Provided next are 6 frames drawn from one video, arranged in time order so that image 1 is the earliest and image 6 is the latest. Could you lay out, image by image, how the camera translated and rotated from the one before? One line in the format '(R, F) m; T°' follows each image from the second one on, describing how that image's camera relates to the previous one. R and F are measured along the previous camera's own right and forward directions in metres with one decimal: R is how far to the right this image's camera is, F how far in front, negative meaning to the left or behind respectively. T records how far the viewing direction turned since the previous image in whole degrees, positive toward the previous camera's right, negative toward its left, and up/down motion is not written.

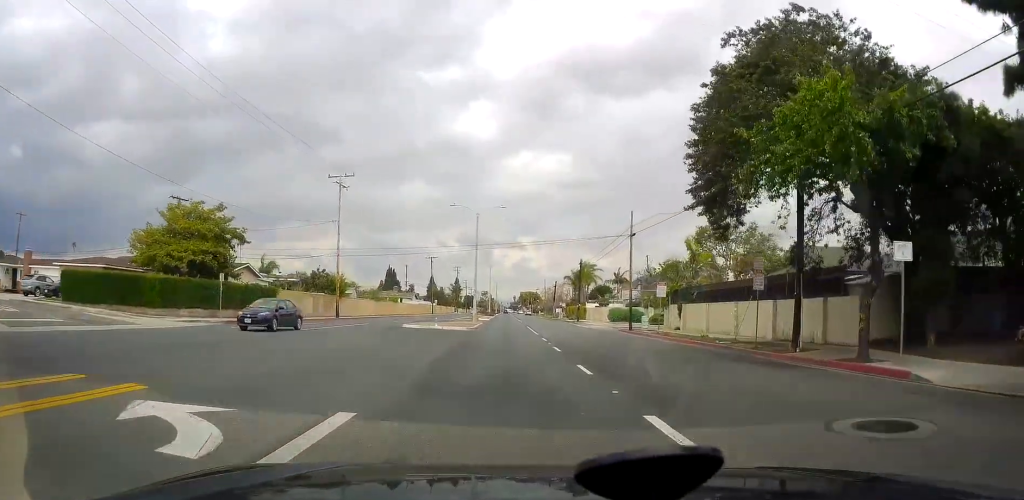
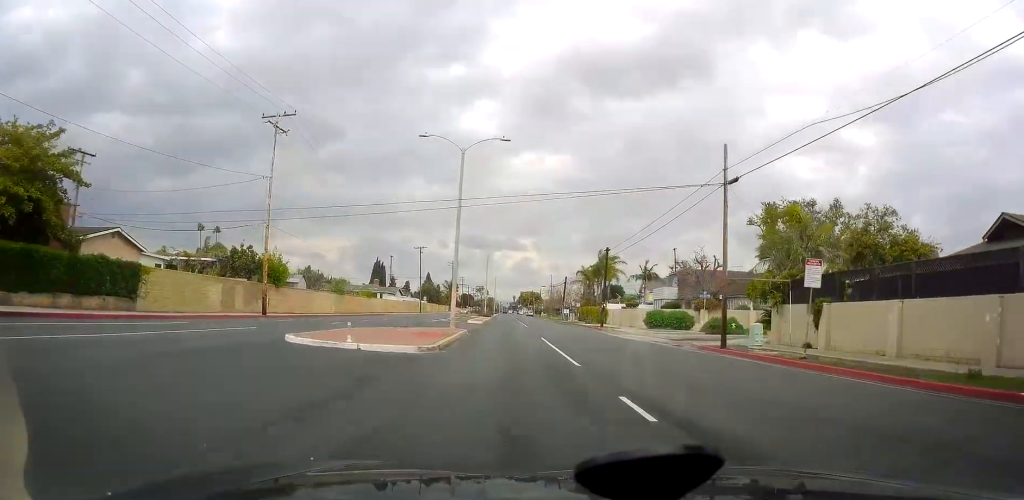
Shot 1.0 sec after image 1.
(-0.4, +20.1) m; 0°
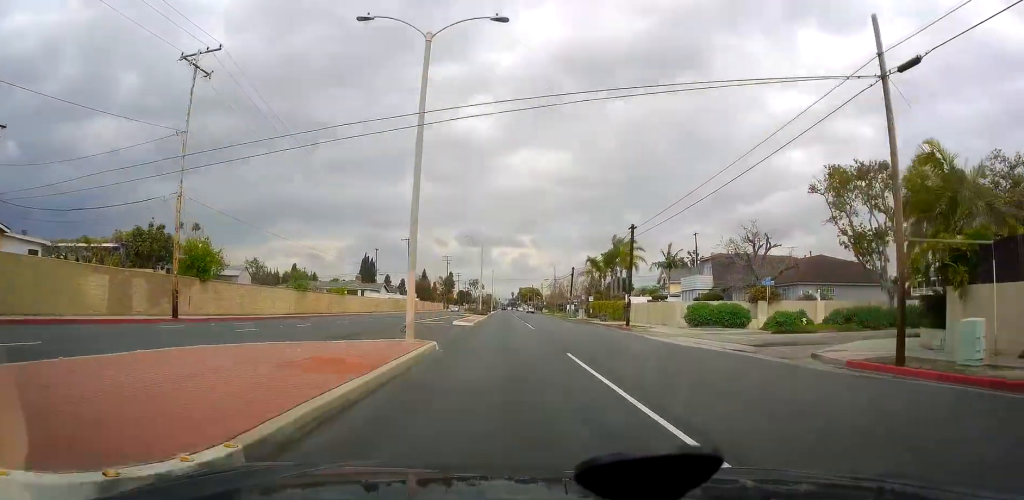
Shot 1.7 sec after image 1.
(+0.3, +12.9) m; +1°
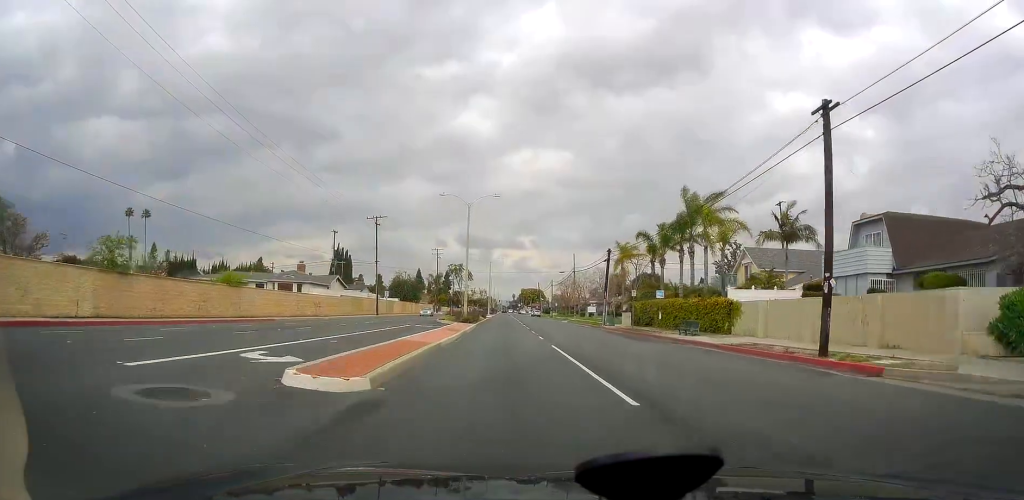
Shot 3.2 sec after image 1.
(+0.2, +29.7) m; 0°
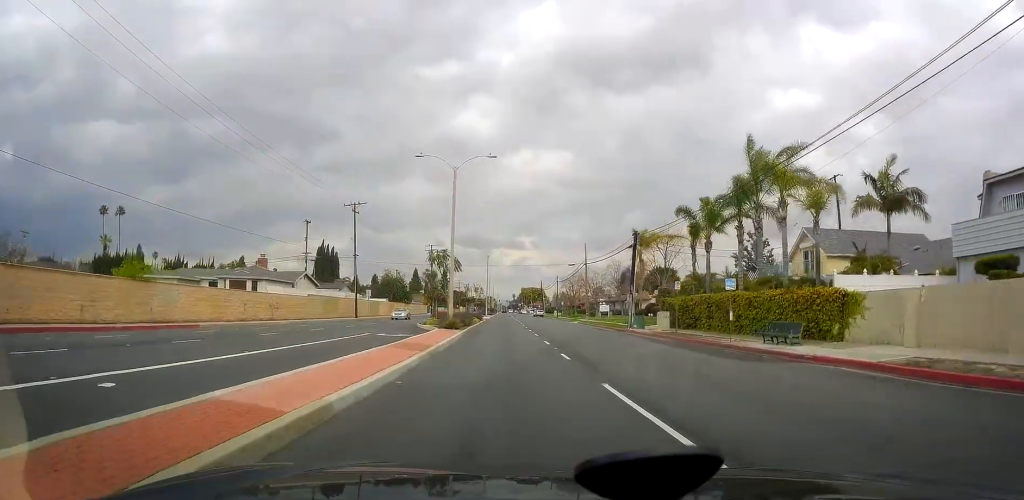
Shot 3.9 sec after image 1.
(0.0, +12.2) m; 0°
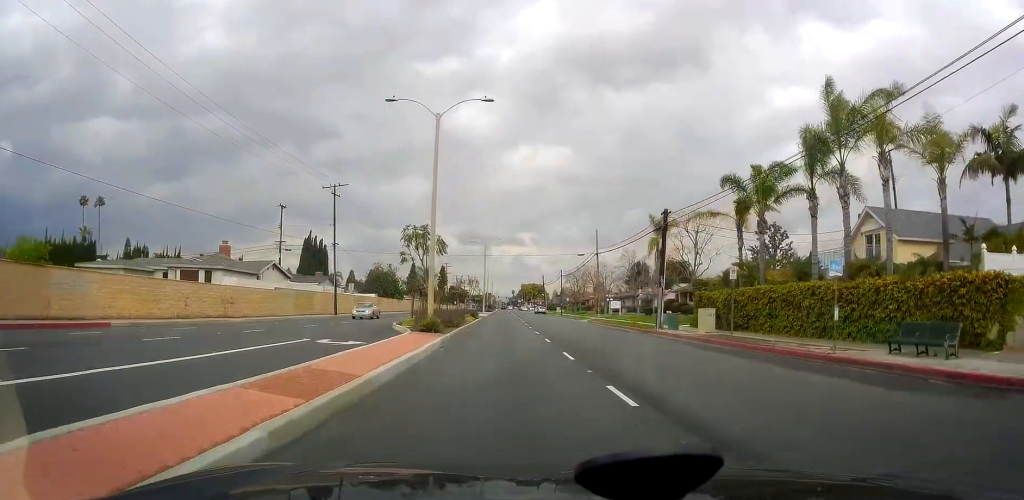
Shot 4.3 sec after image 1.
(0.0, +8.9) m; 0°
